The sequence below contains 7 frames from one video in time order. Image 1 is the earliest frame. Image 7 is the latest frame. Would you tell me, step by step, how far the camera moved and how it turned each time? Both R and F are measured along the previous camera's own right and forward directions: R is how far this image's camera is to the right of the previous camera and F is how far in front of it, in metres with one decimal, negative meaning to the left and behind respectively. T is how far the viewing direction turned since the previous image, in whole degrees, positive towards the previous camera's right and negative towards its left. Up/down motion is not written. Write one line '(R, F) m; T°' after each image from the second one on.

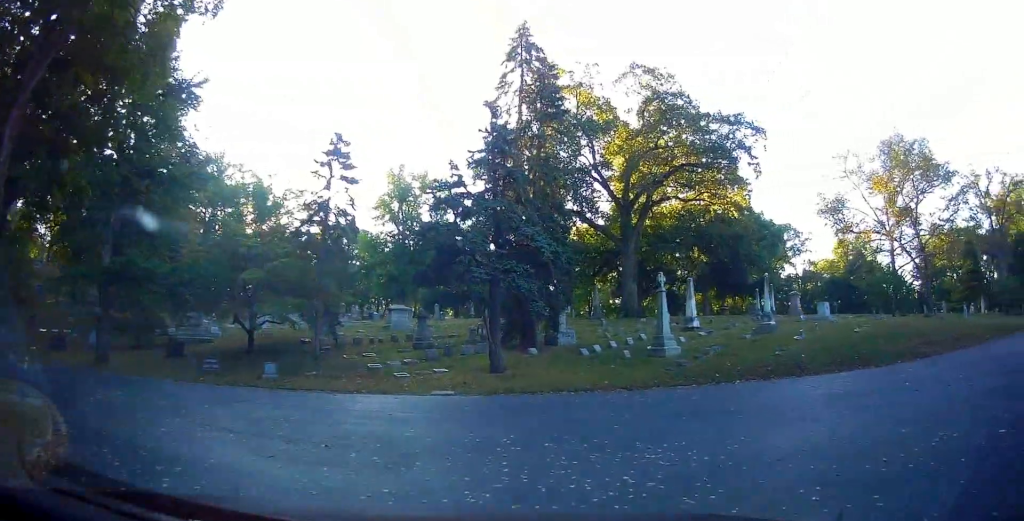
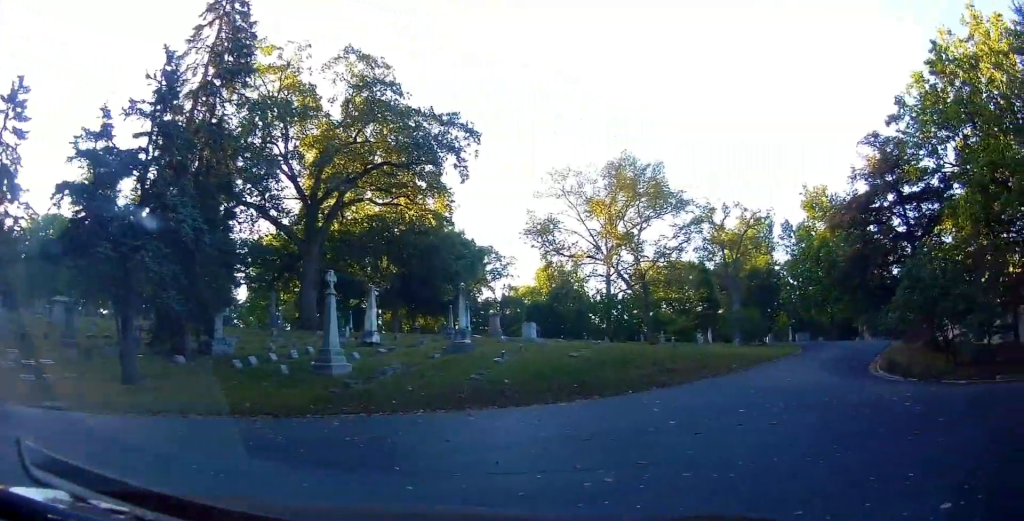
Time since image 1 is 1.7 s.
(+2.0, +4.5) m; +39°
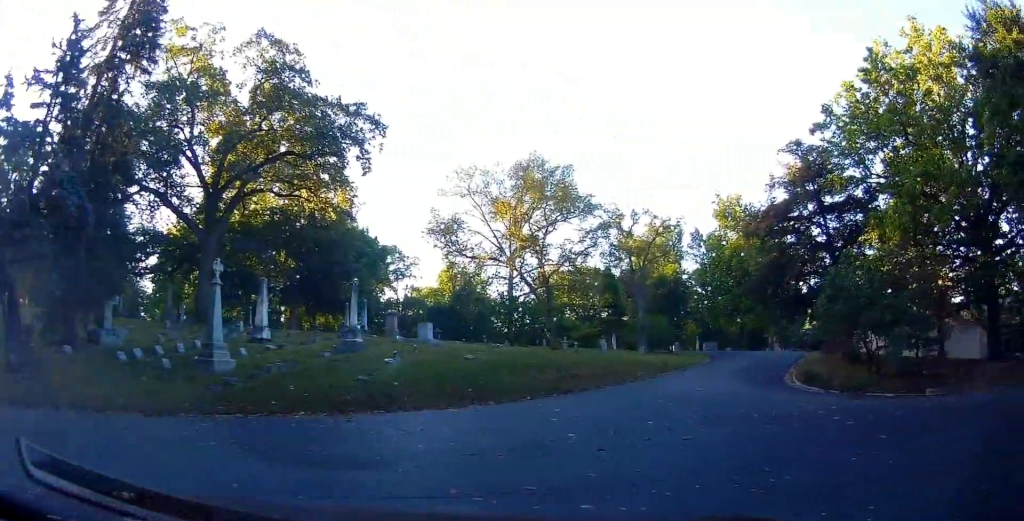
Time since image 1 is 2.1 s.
(+0.1, +1.3) m; +6°
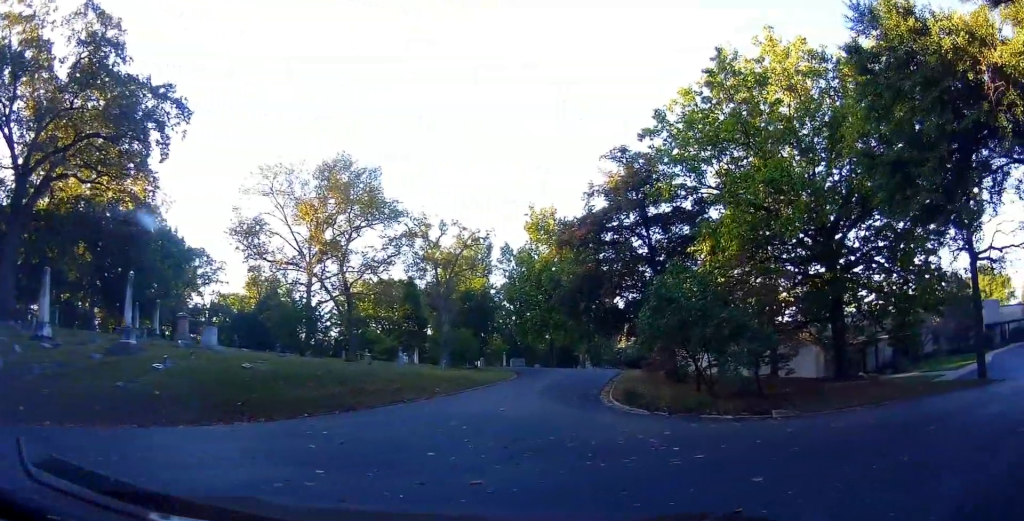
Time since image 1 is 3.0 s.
(0.0, +3.1) m; +25°
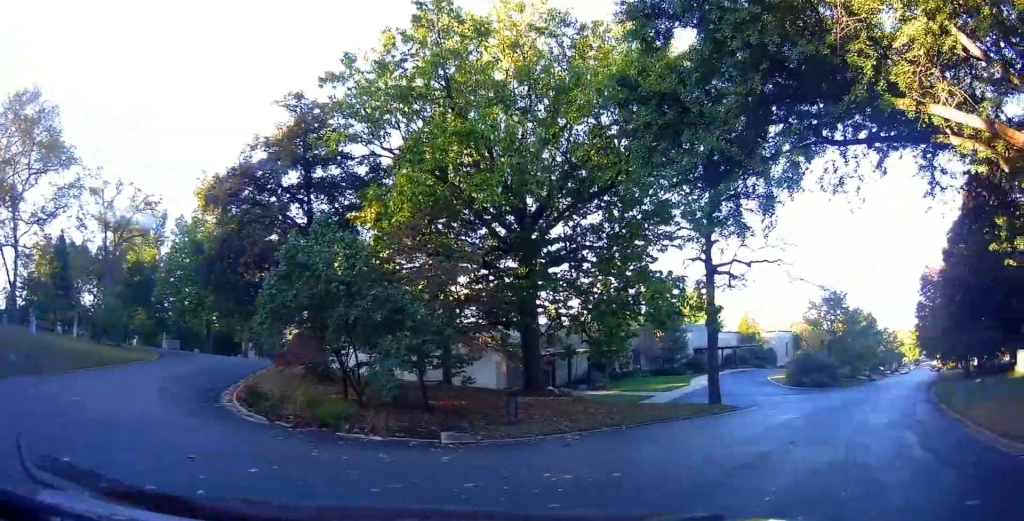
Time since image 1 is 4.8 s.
(+1.4, +6.0) m; +18°
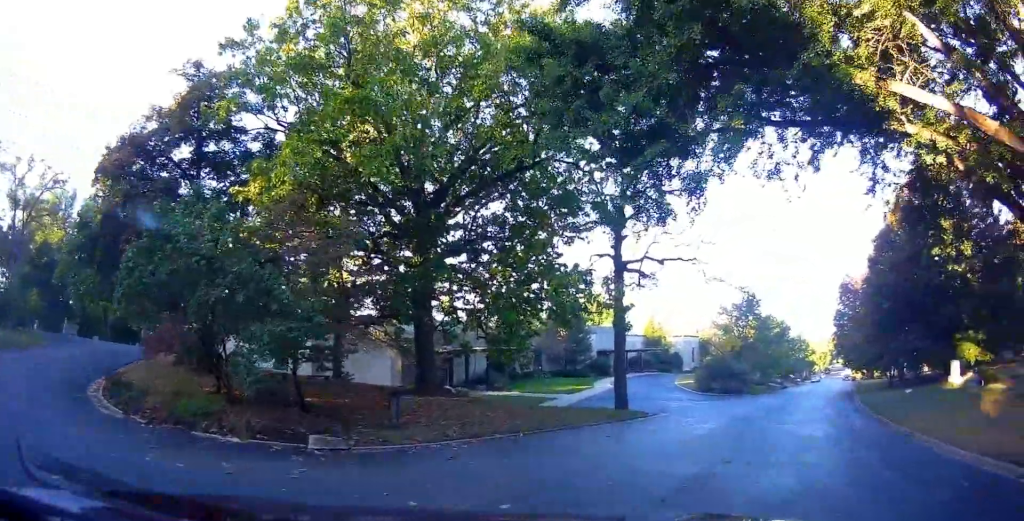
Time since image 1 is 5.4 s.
(-0.1, +1.9) m; +10°
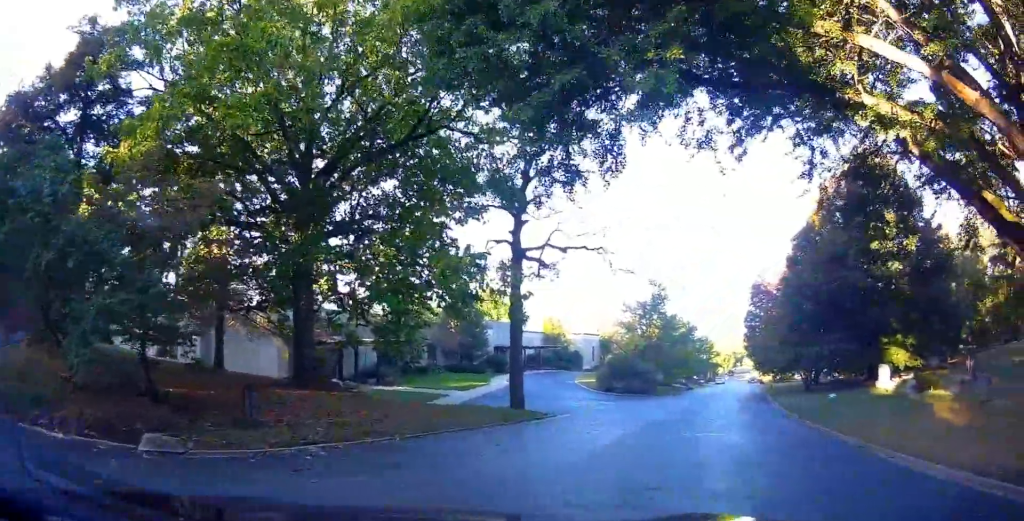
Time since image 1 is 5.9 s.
(+0.6, +2.3) m; +19°
